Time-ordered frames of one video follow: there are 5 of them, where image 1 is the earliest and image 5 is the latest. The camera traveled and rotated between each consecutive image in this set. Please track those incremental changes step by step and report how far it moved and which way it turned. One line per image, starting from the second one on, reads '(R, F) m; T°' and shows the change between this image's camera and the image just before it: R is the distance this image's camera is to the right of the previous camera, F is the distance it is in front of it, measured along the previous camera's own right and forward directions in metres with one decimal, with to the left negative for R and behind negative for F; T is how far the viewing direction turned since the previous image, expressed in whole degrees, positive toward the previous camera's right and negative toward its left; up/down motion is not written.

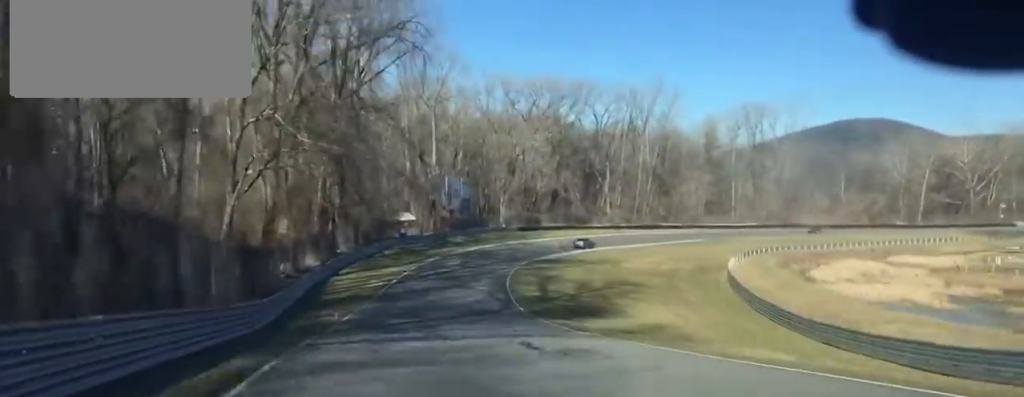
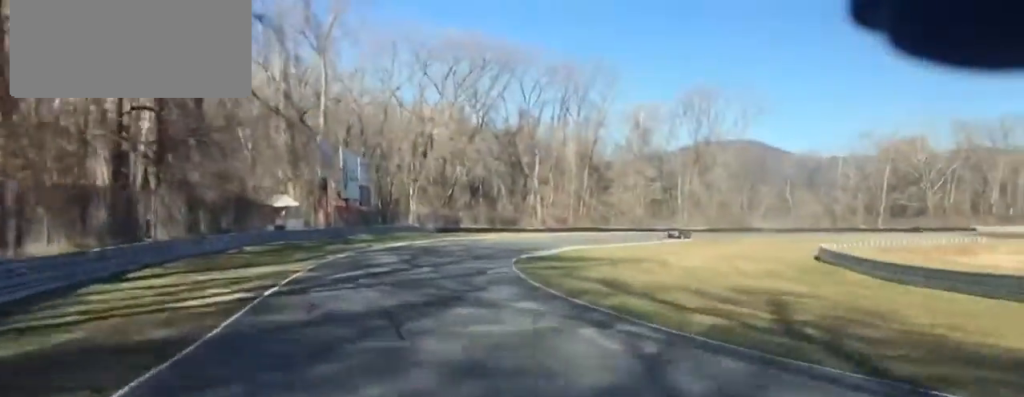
(+1.9, +40.7) m; +7°
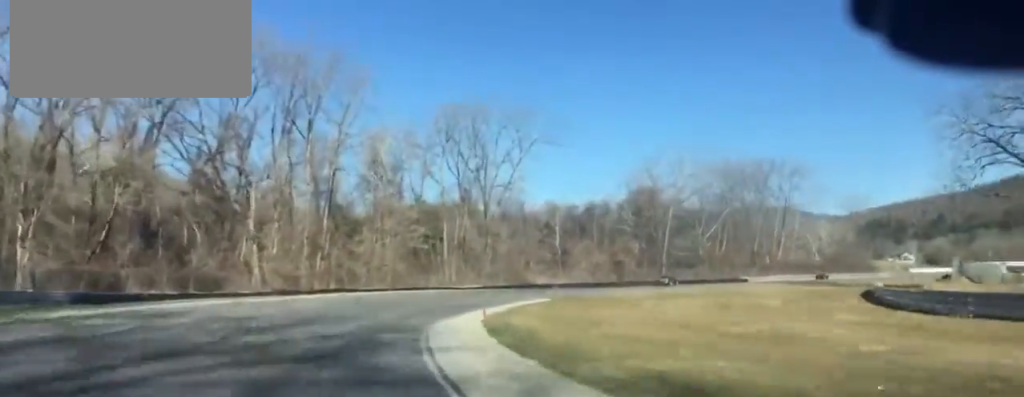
(+5.5, +48.3) m; +16°
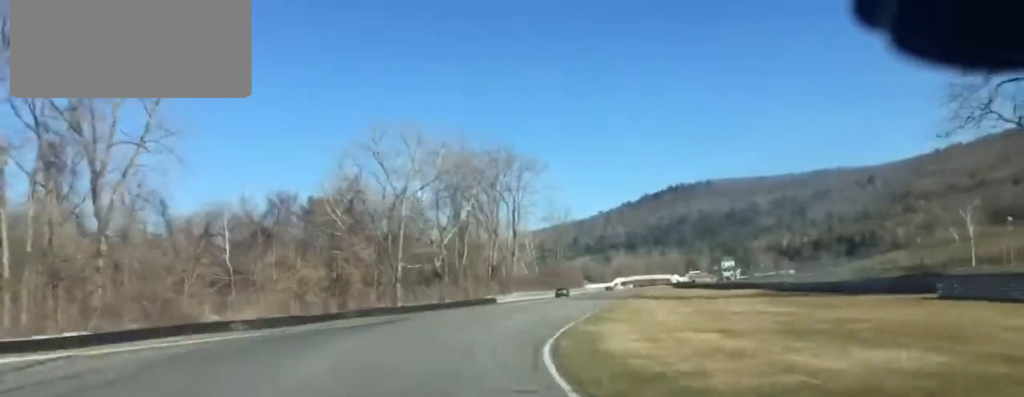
(+13.6, +57.7) m; +25°
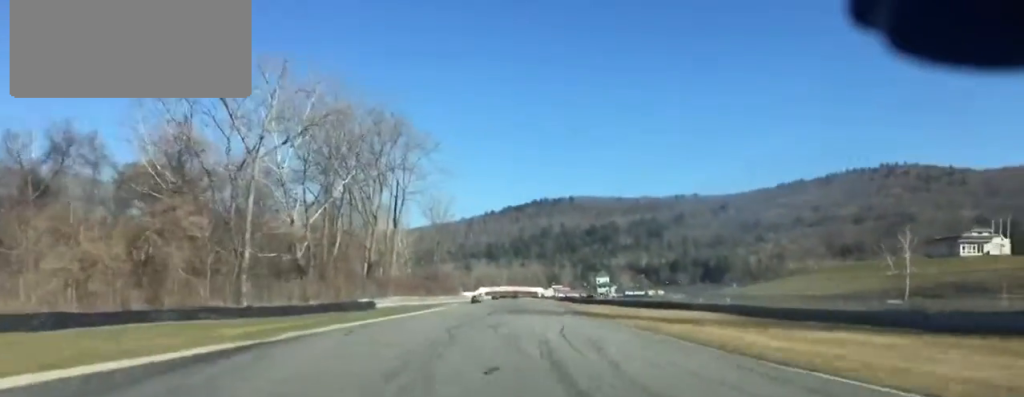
(+2.7, +32.5) m; +10°
